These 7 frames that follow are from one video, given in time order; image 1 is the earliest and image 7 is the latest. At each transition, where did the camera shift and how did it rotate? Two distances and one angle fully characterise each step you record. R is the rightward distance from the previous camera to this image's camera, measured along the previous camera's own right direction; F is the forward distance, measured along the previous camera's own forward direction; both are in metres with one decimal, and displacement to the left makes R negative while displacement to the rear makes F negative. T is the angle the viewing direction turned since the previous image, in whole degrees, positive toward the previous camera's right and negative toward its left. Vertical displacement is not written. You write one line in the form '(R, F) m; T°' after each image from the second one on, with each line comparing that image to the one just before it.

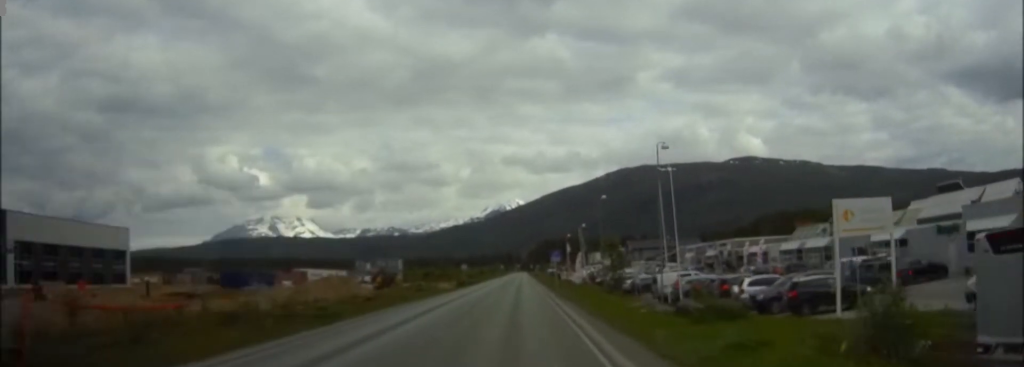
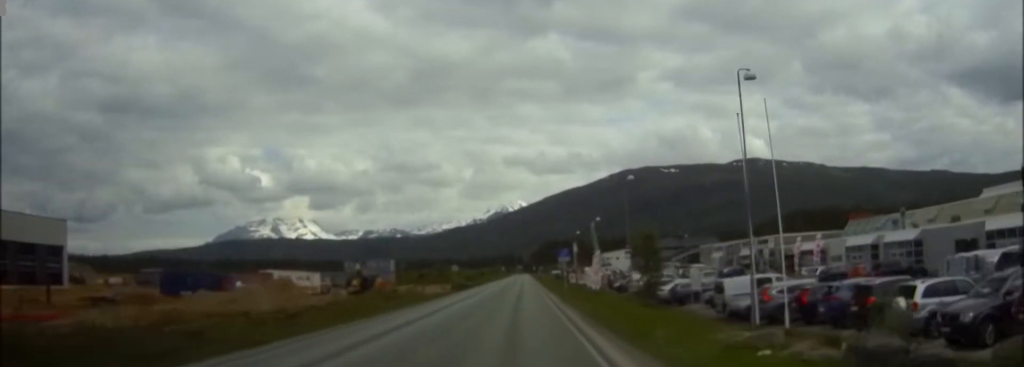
(-0.1, +16.1) m; -1°
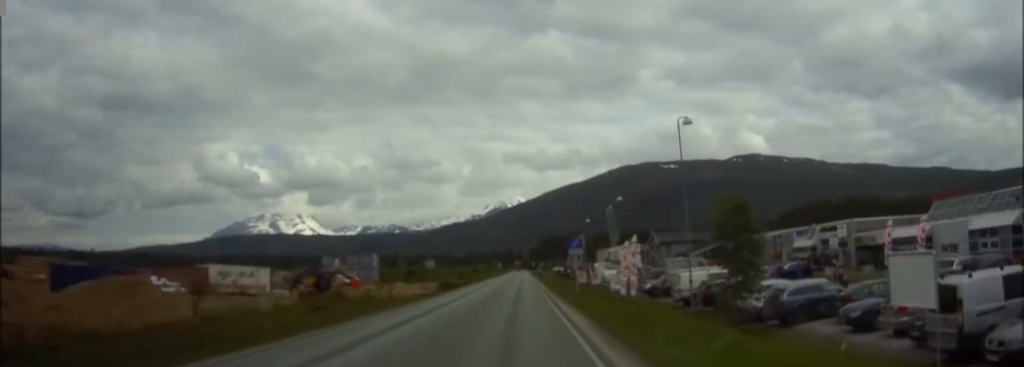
(0.0, +19.7) m; 0°
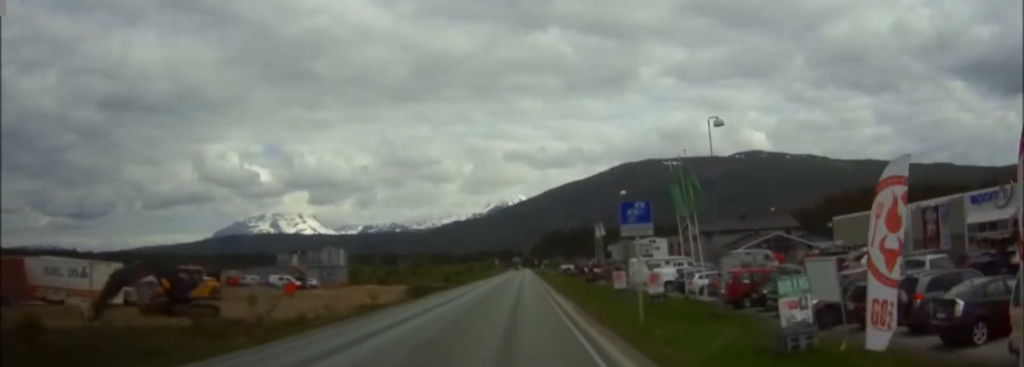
(+0.1, +32.4) m; 0°
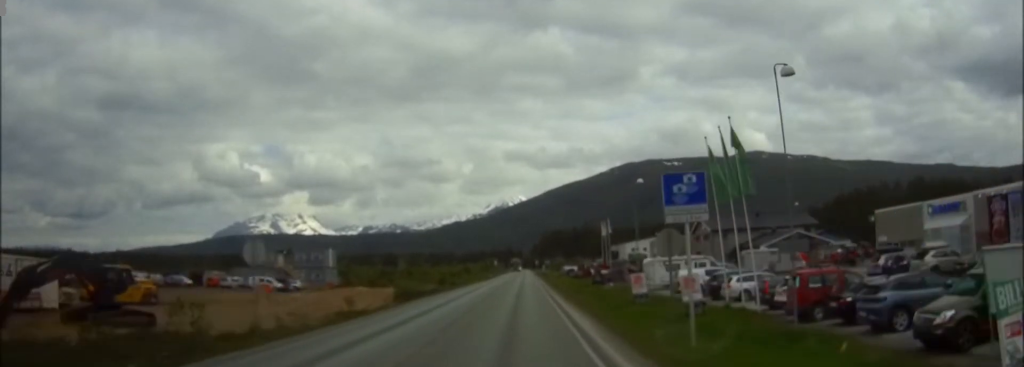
(-0.1, +8.6) m; 0°
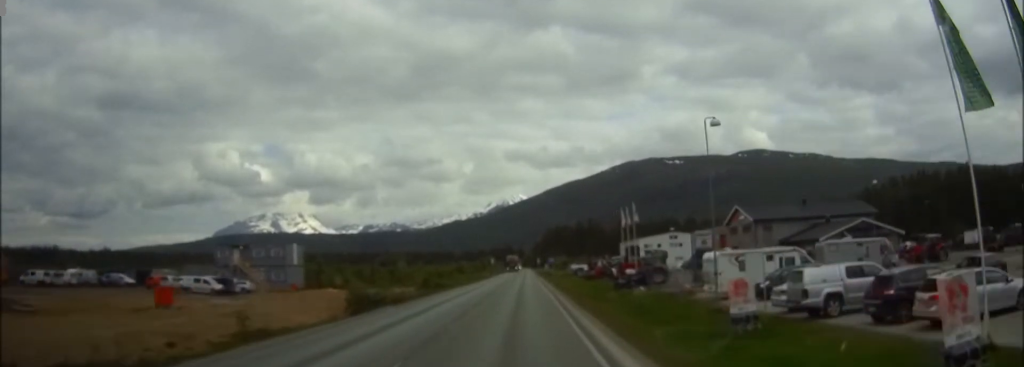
(+0.1, +20.5) m; 0°
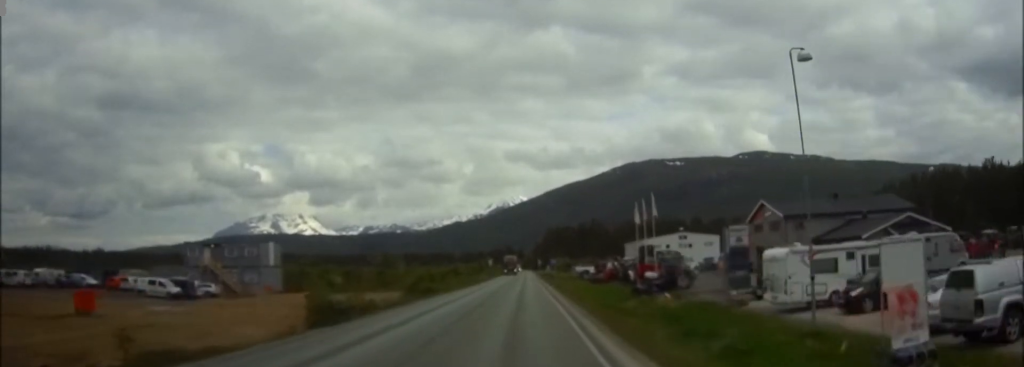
(0.0, +10.8) m; 0°
